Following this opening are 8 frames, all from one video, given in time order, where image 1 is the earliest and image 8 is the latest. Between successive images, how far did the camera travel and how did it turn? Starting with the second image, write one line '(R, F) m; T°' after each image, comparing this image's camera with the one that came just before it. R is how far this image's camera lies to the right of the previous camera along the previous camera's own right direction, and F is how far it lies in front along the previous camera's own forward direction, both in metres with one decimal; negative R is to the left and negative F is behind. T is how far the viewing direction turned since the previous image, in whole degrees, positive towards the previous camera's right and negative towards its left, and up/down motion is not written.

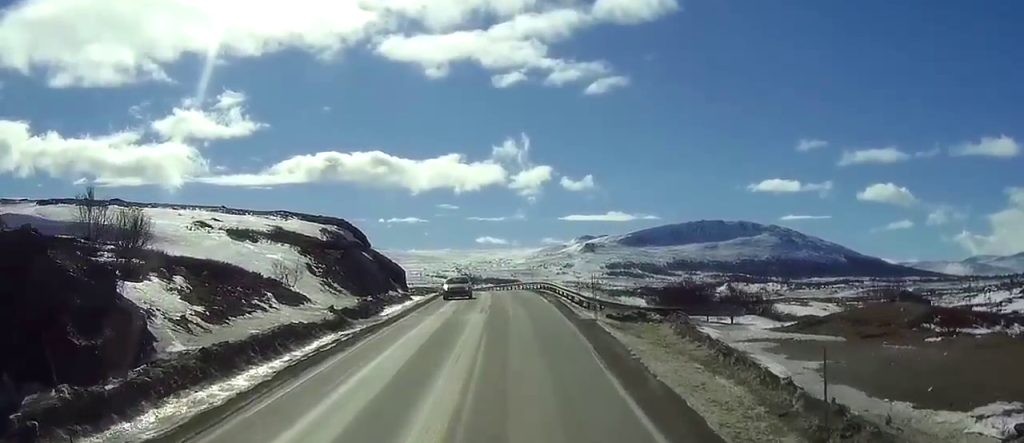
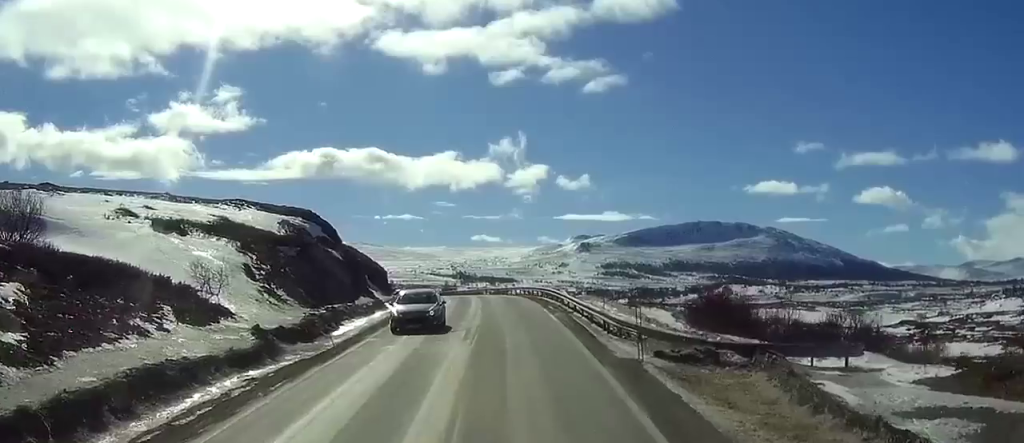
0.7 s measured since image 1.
(-0.1, +13.6) m; 0°
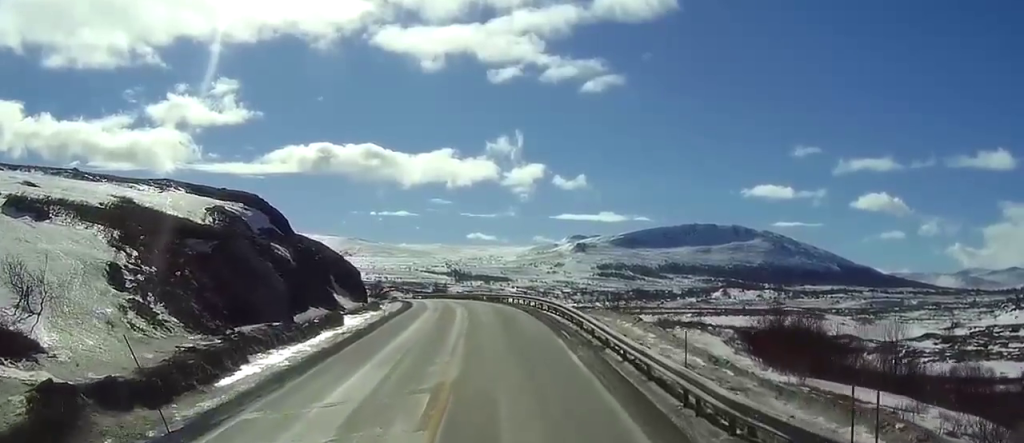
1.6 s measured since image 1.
(+0.1, +16.1) m; 0°
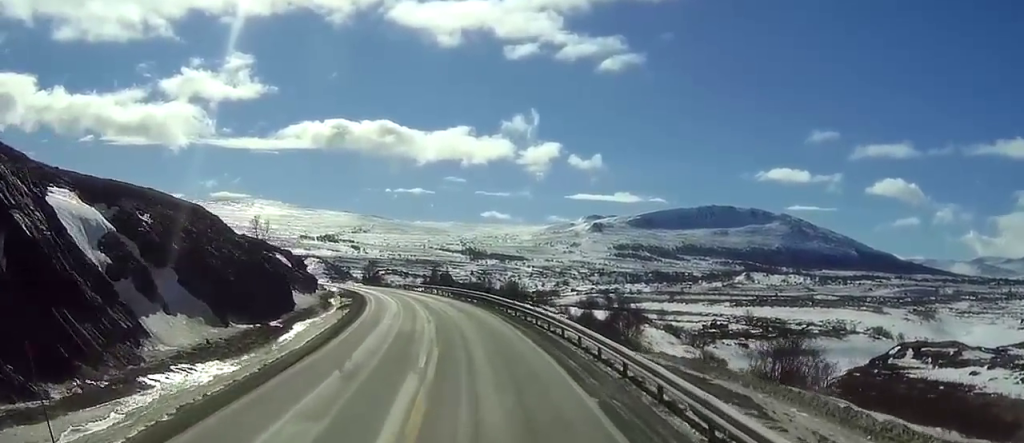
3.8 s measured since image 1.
(+0.3, +41.0) m; 0°
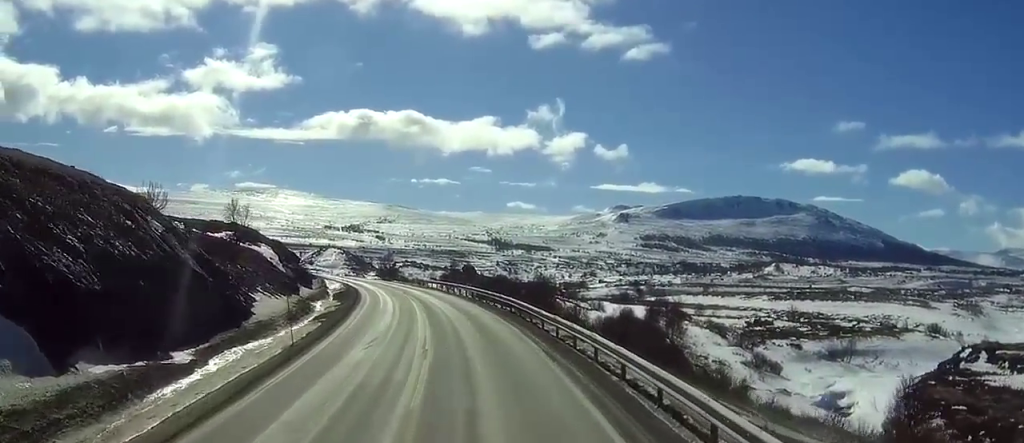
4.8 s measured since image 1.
(-0.1, +16.8) m; -1°
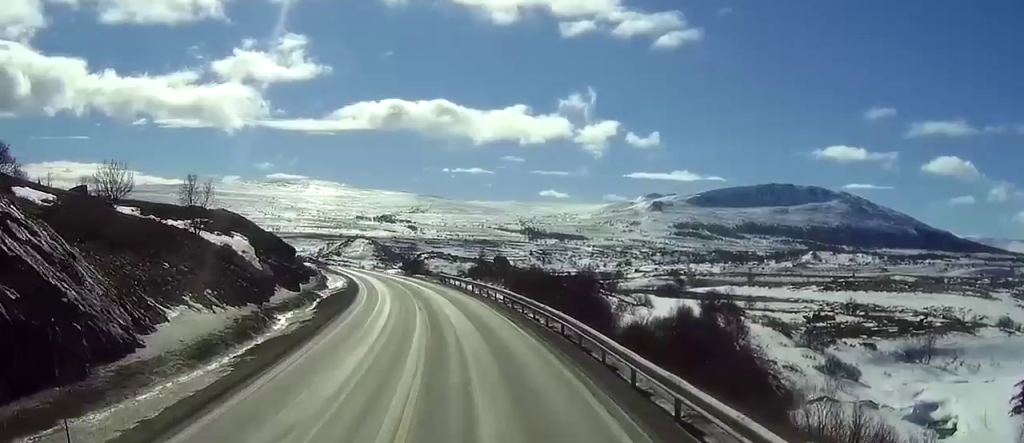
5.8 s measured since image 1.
(-0.3, +18.3) m; -2°
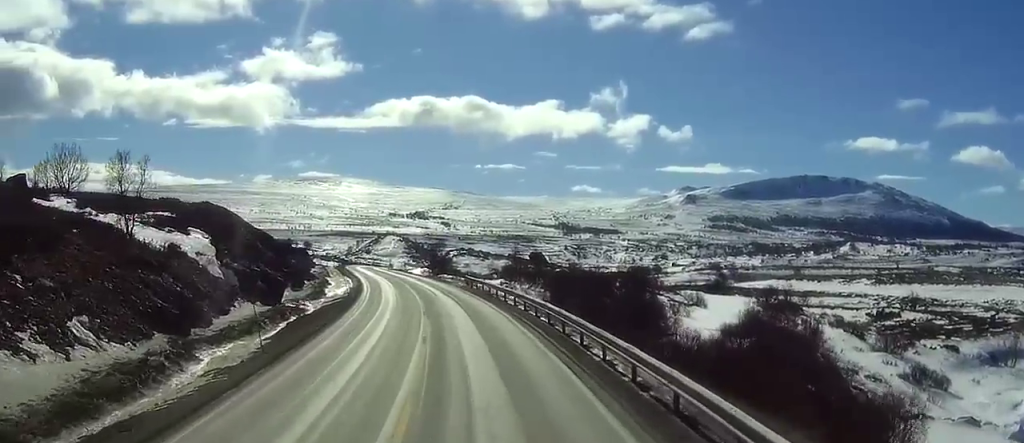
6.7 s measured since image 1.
(-0.3, +16.0) m; -2°
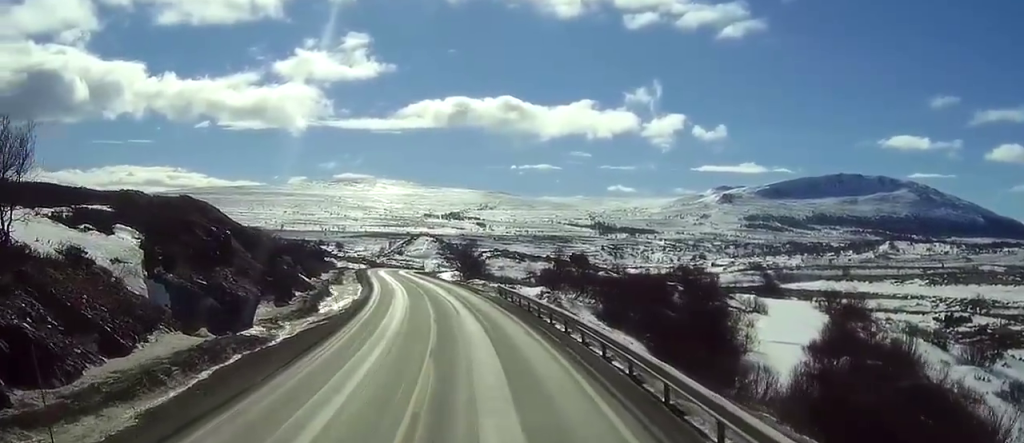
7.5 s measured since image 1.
(-0.3, +14.4) m; -2°
